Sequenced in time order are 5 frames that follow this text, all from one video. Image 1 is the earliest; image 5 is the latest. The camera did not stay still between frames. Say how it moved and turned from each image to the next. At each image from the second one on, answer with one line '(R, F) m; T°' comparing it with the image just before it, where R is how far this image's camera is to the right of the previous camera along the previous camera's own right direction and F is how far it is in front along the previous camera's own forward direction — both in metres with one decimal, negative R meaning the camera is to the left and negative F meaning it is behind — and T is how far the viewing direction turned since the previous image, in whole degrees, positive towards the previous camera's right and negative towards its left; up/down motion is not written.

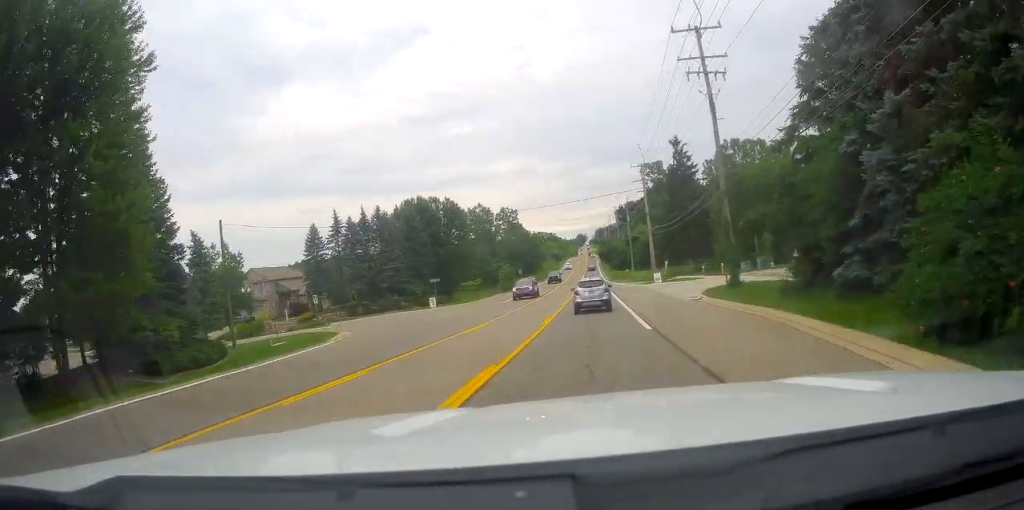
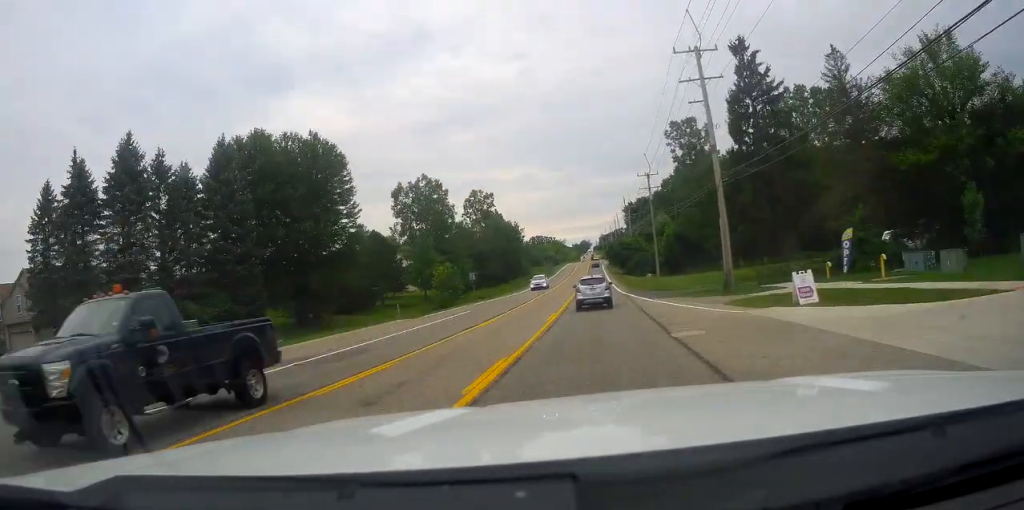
(0.0, +43.8) m; +1°
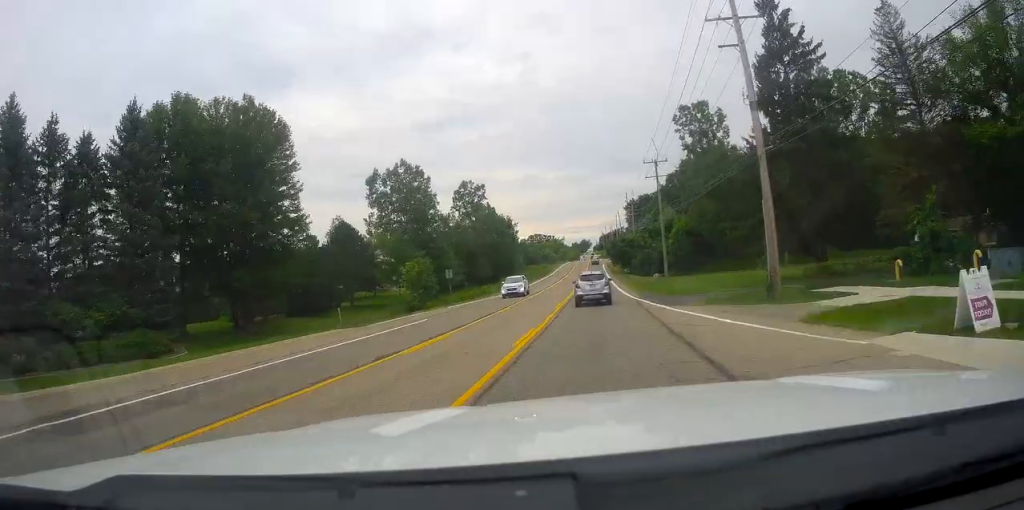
(-0.1, +9.7) m; 0°
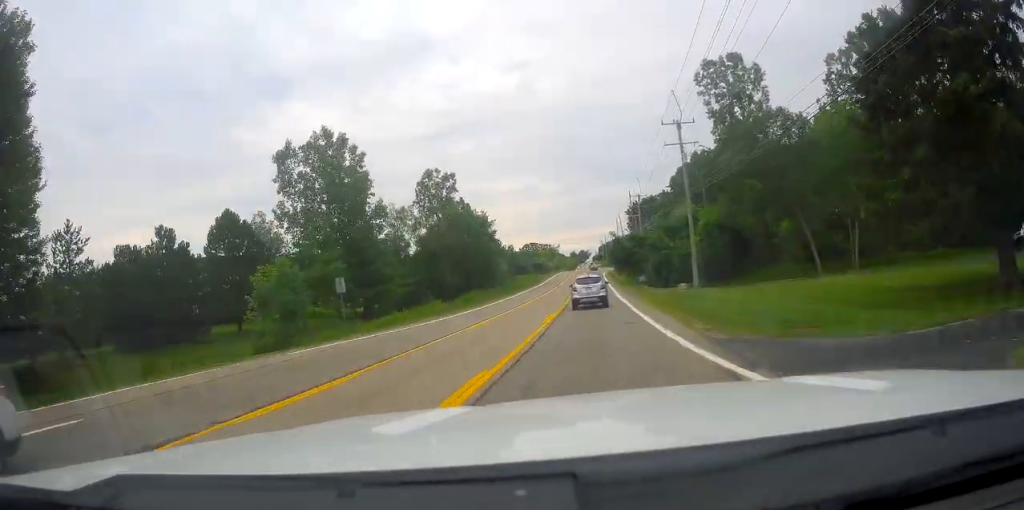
(-0.1, +22.5) m; 0°
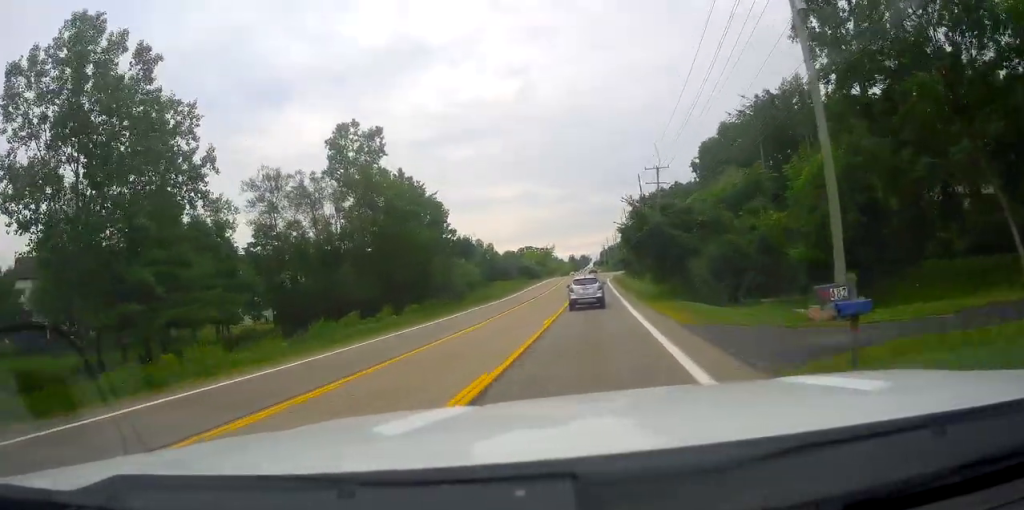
(-0.4, +31.0) m; -2°
